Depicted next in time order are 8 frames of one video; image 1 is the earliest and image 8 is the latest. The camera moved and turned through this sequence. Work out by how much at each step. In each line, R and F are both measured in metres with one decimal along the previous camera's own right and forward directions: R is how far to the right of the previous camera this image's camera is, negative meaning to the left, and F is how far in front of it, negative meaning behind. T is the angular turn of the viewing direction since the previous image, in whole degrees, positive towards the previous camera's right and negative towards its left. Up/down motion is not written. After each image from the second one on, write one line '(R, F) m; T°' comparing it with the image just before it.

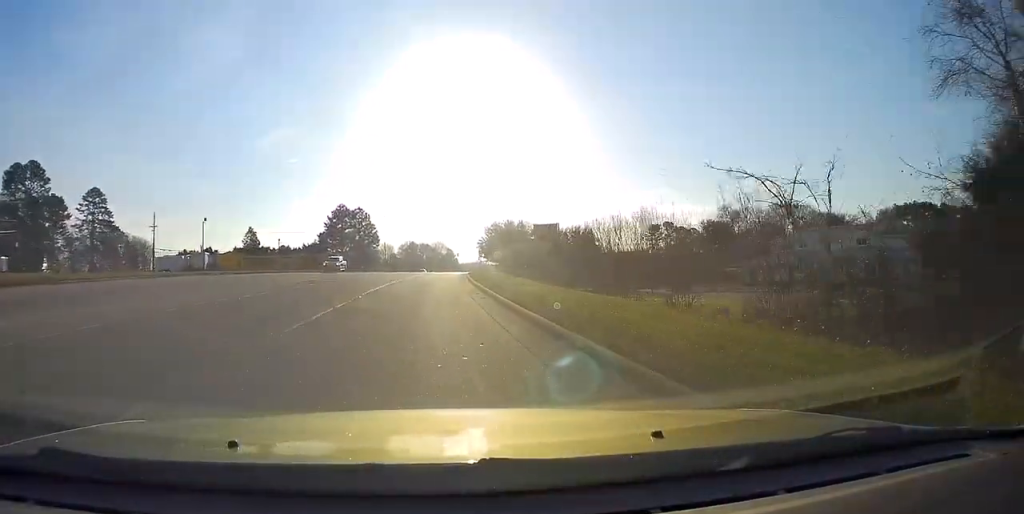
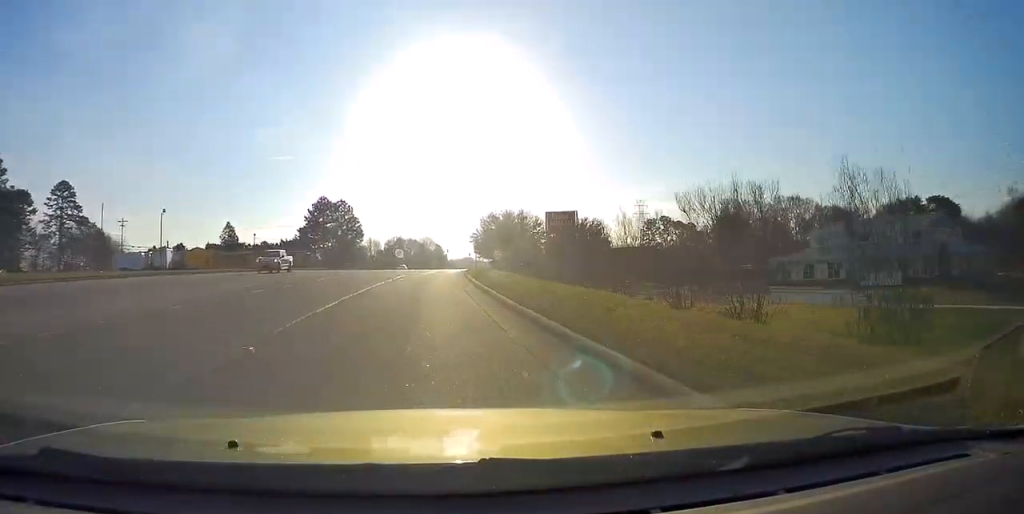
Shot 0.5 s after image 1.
(+0.2, +11.4) m; +1°
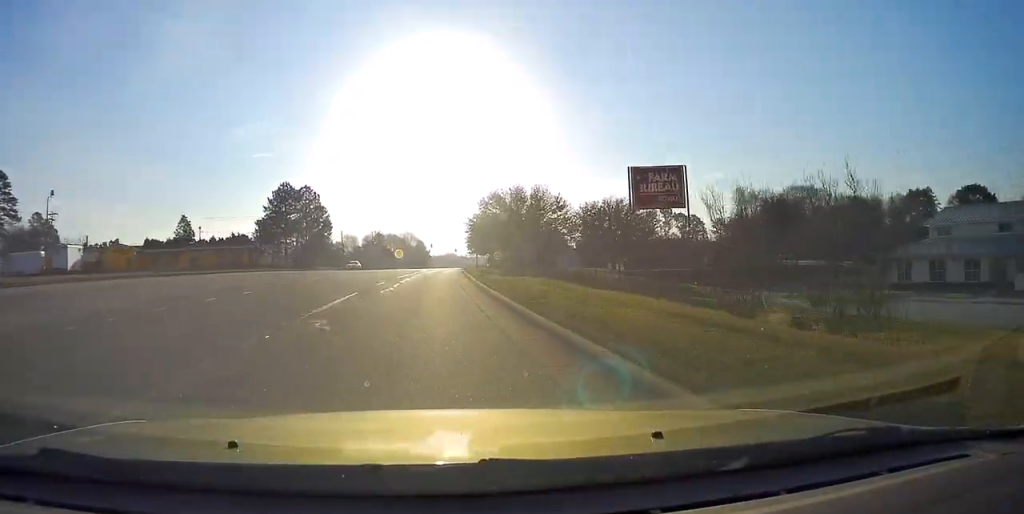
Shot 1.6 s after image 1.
(+0.4, +23.7) m; +2°
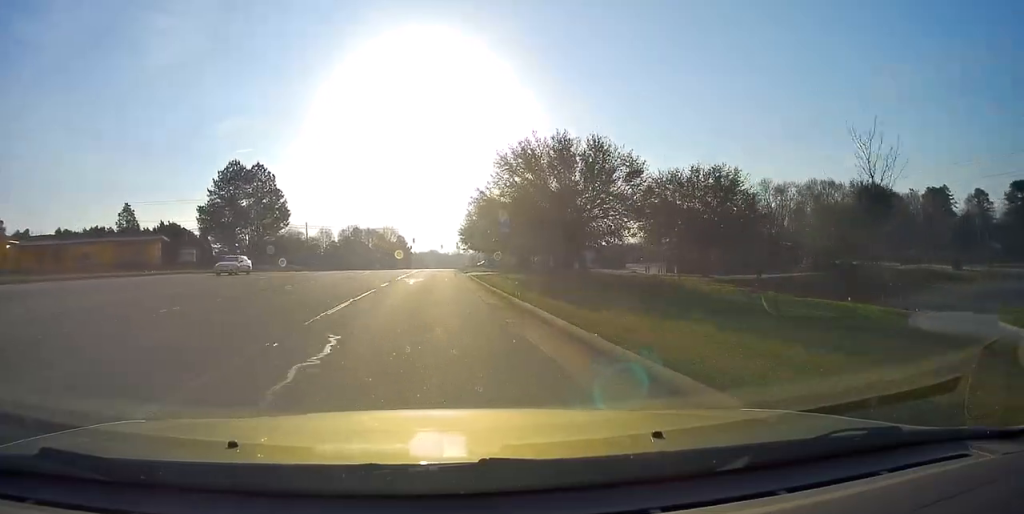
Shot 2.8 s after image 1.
(+0.4, +25.7) m; +1°
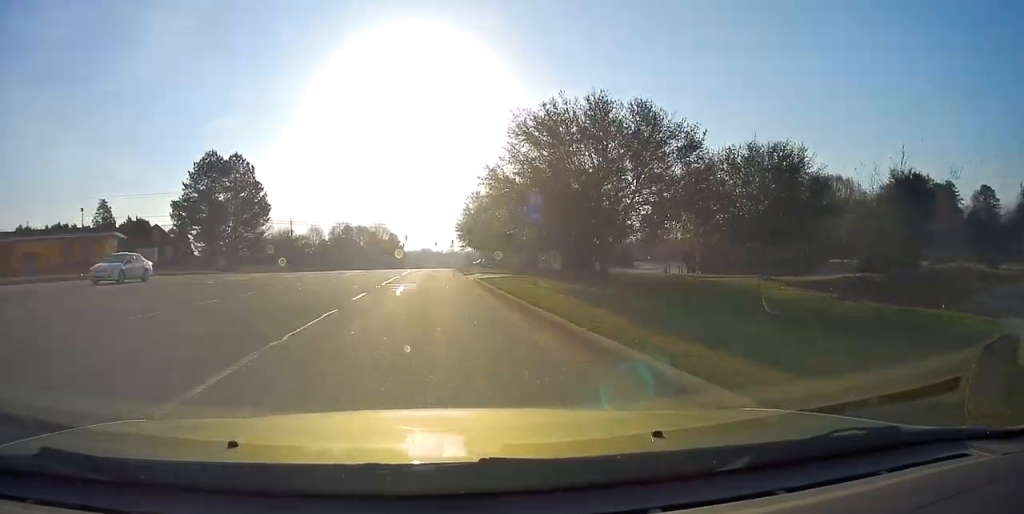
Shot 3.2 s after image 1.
(-0.1, +8.7) m; +1°
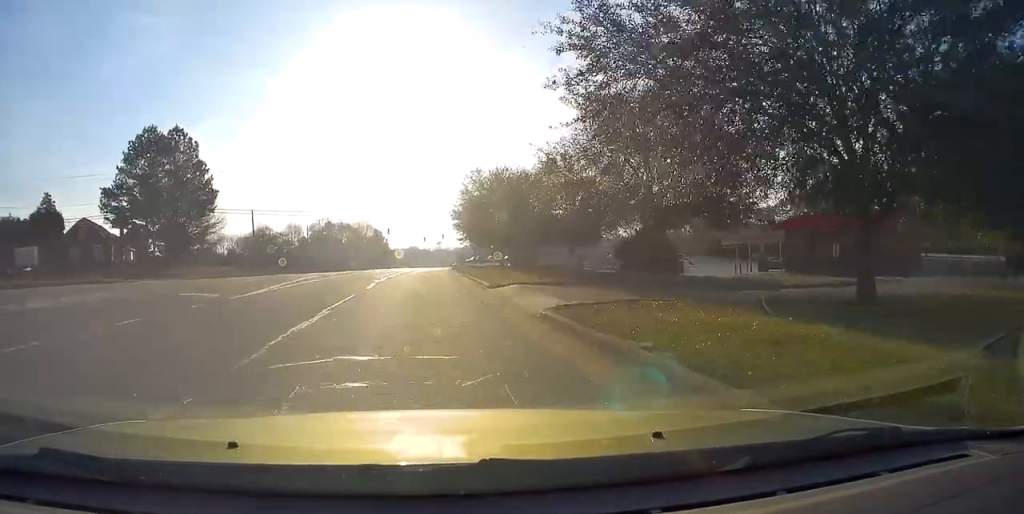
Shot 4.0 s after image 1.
(+0.1, +18.8) m; +1°
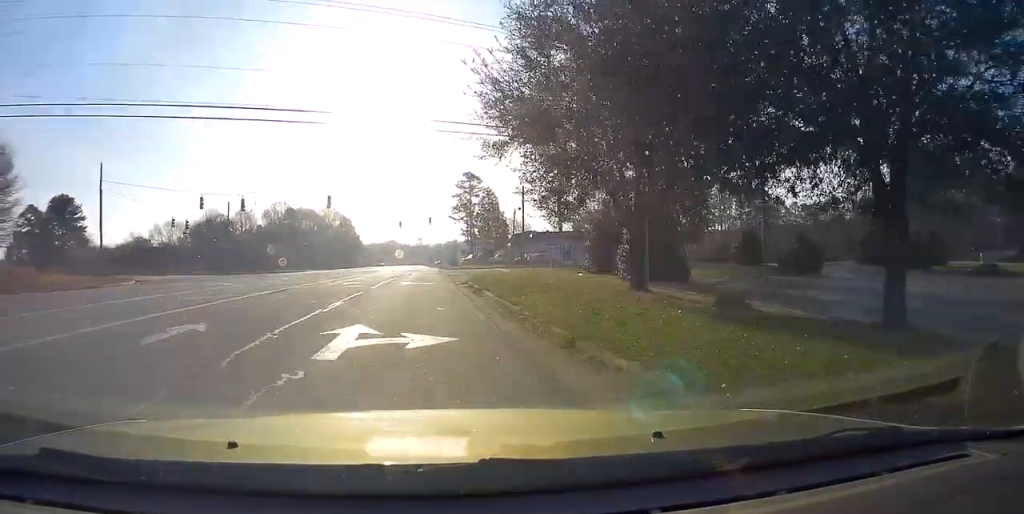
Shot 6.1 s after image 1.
(+0.9, +45.1) m; +2°
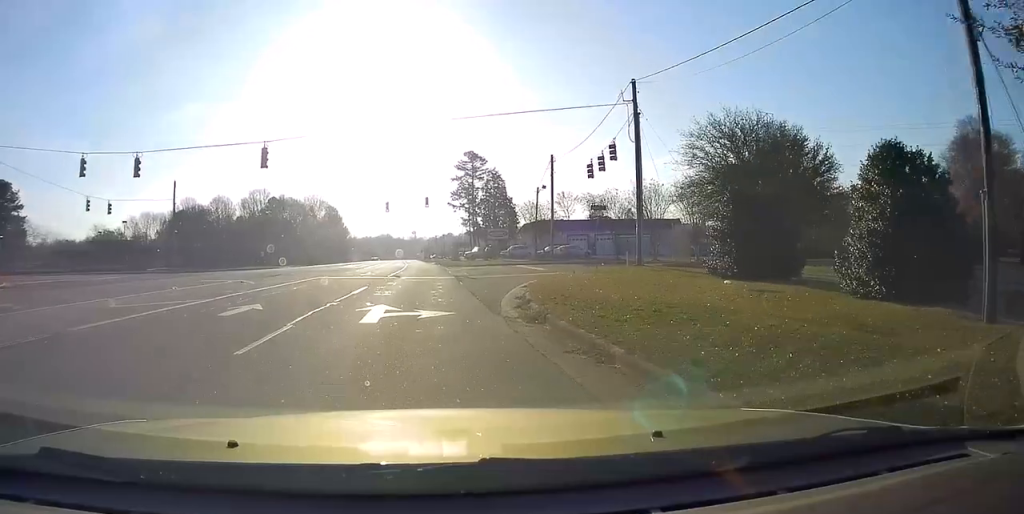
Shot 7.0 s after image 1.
(+0.3, +19.1) m; +1°
